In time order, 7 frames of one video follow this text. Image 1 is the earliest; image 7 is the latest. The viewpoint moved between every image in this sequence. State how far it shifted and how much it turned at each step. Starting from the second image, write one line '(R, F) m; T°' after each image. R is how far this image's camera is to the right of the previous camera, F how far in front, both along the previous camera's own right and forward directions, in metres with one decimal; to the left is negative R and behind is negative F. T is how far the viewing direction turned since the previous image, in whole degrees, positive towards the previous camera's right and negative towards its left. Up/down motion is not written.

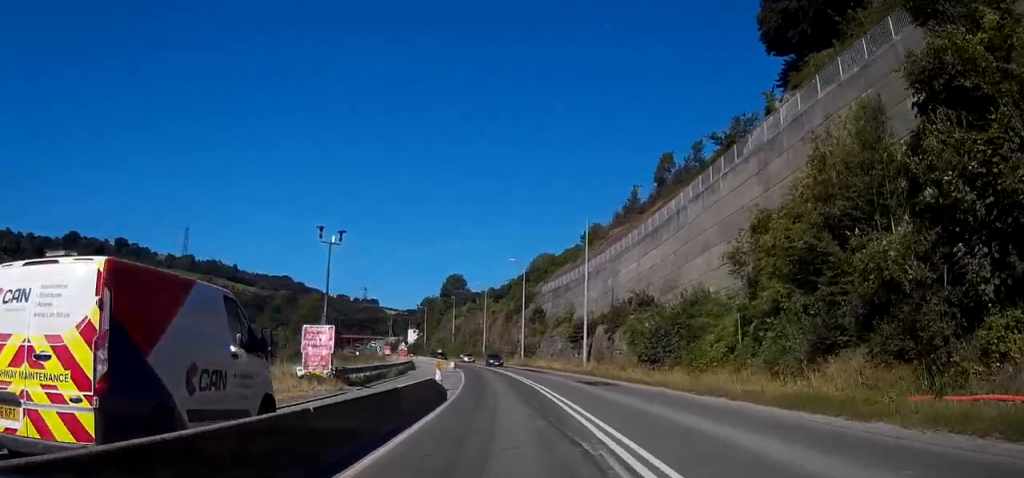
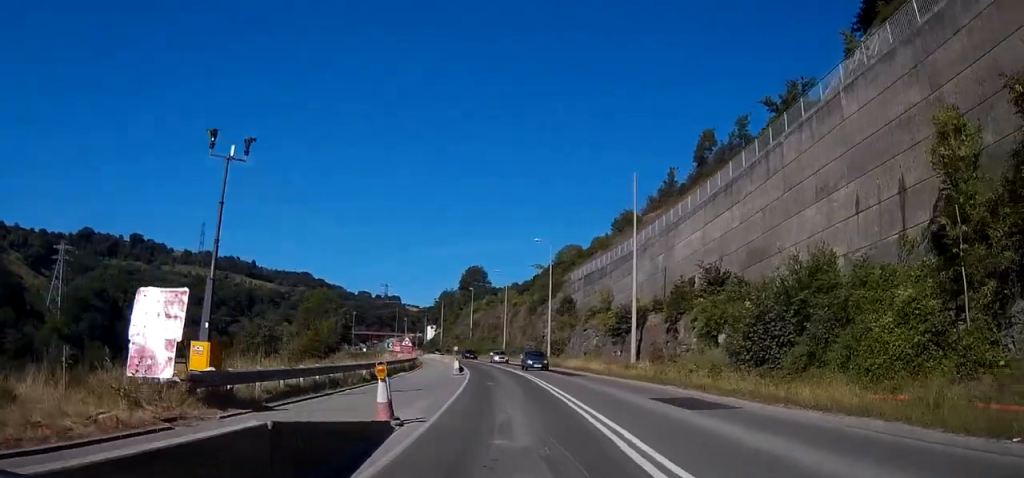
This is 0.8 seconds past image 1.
(-0.3, +14.0) m; -2°
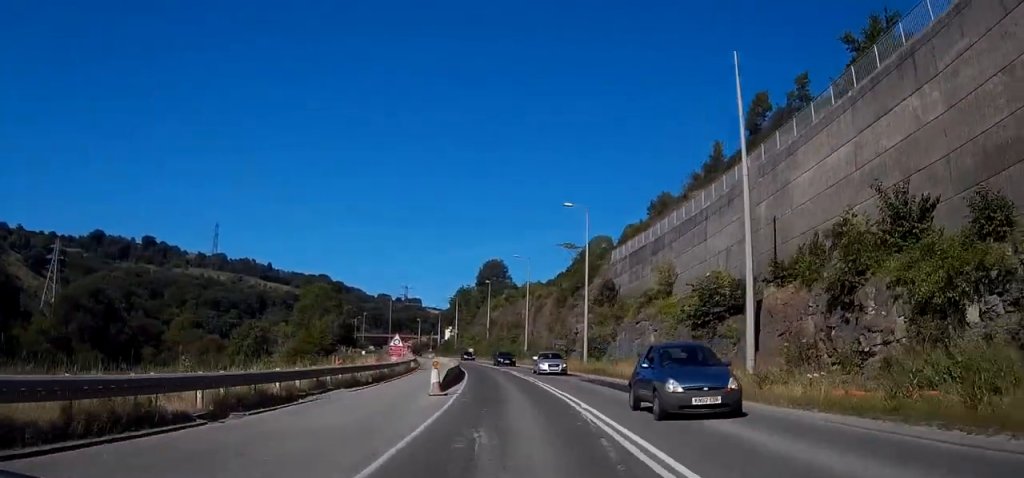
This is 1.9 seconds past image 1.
(-0.3, +18.8) m; -2°
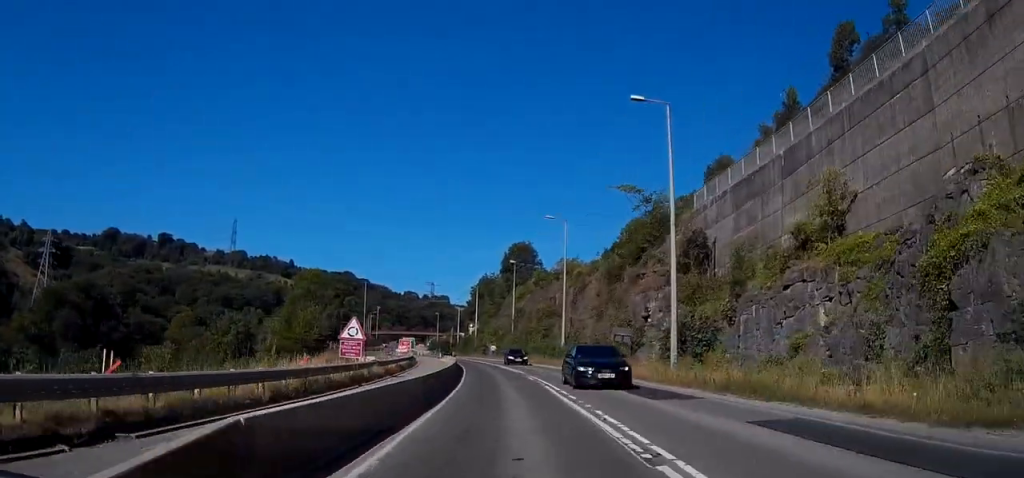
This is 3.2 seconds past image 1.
(-0.4, +23.7) m; -3°
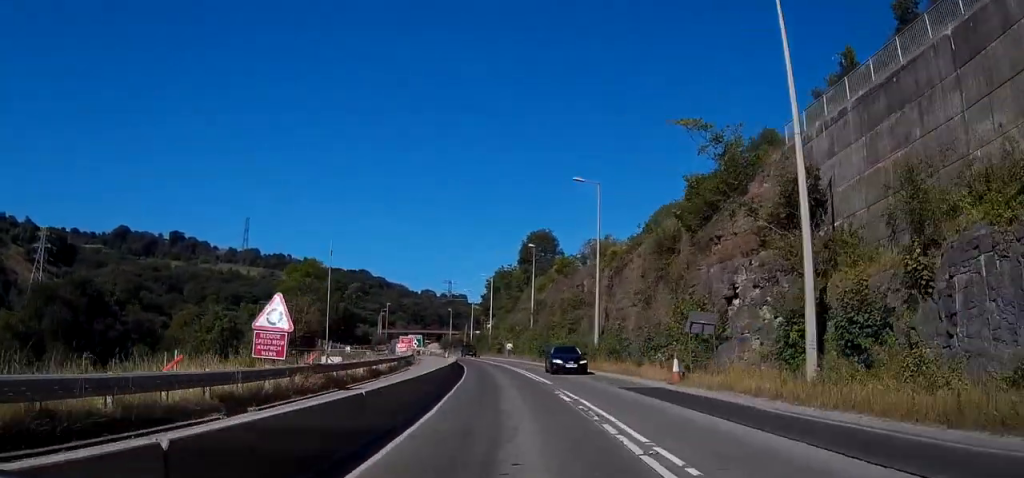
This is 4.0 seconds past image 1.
(-0.4, +13.9) m; -2°
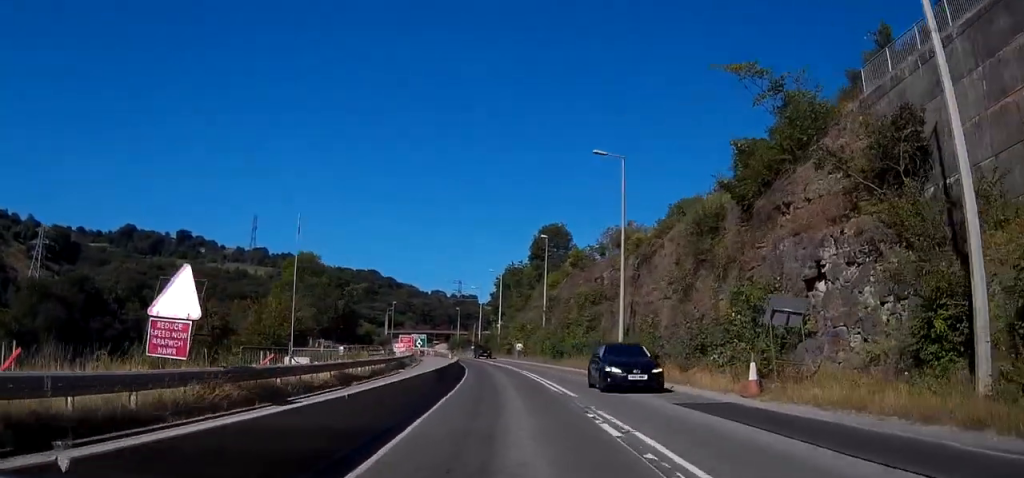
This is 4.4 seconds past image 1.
(-0.1, +7.4) m; -1°
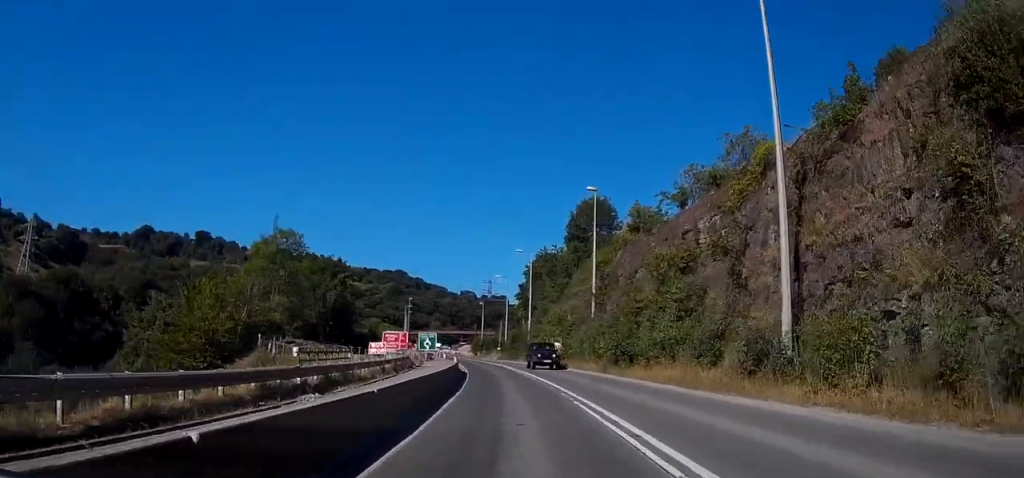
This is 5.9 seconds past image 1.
(-0.6, +23.2) m; -3°
